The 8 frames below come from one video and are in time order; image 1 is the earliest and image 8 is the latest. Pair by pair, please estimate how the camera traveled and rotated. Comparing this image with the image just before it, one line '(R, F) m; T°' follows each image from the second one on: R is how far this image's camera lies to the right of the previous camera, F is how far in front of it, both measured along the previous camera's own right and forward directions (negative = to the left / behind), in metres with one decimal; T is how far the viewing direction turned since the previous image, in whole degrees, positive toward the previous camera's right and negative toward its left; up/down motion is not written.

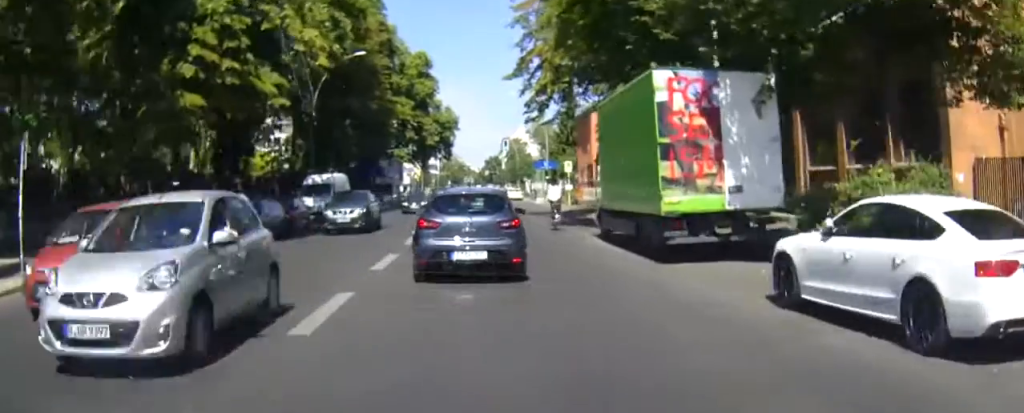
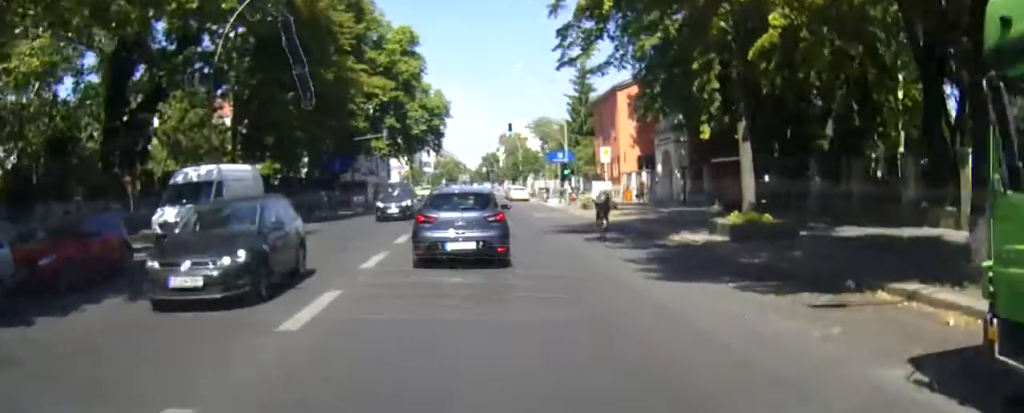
(+0.4, +18.0) m; 0°
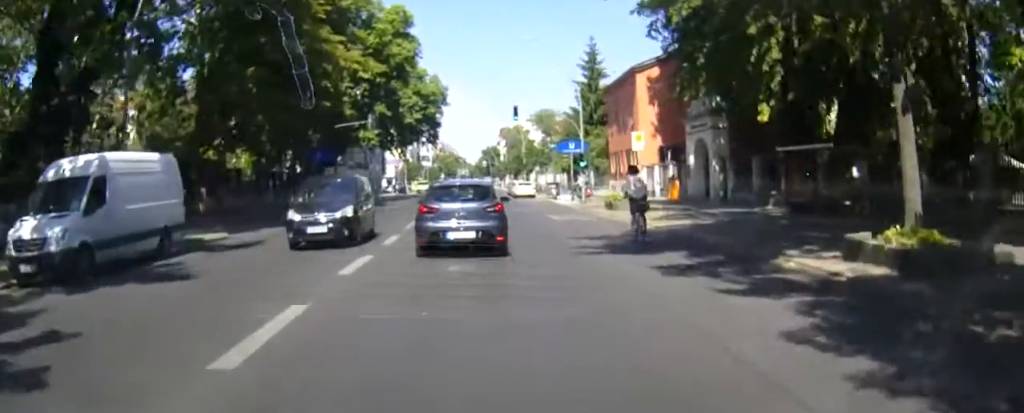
(-0.3, +7.8) m; -3°
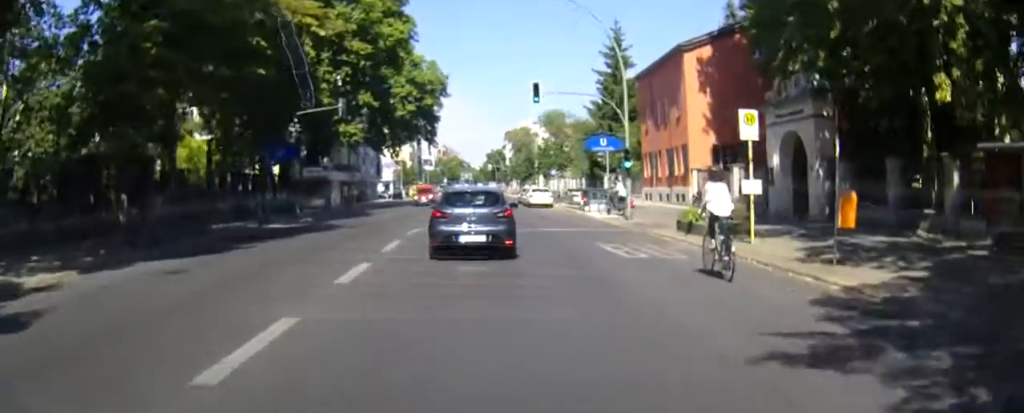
(-0.4, +12.1) m; -1°
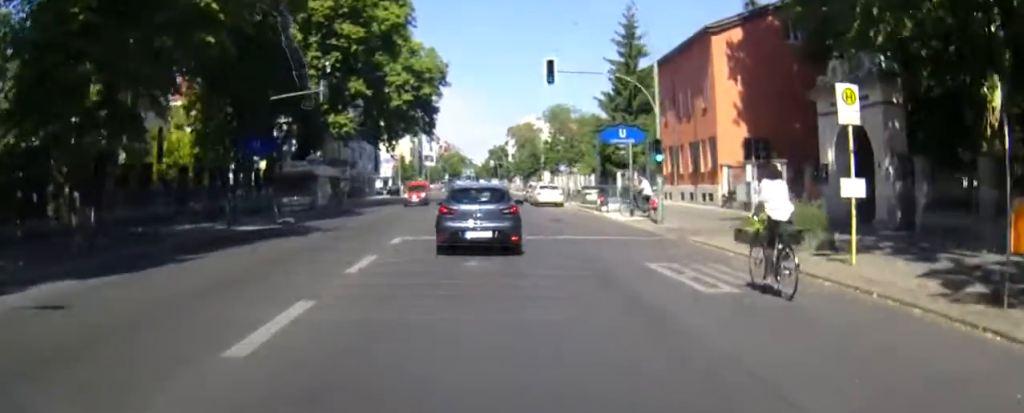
(0.0, +5.2) m; +1°
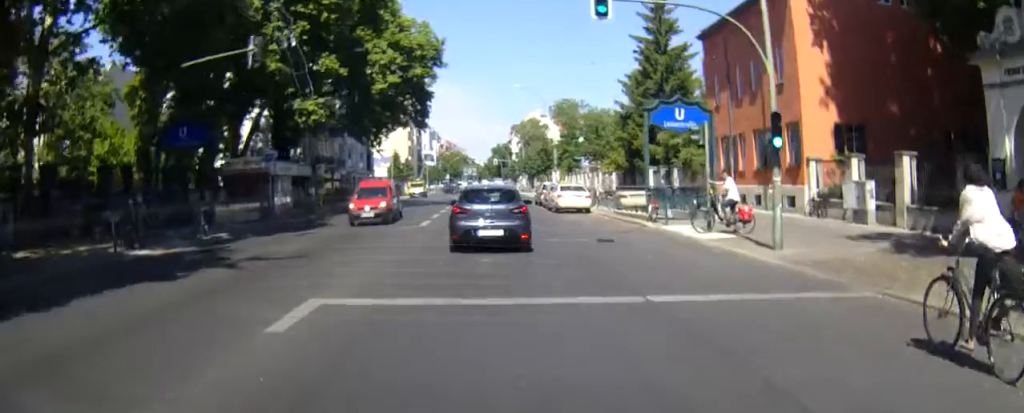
(+0.2, +11.0) m; +1°
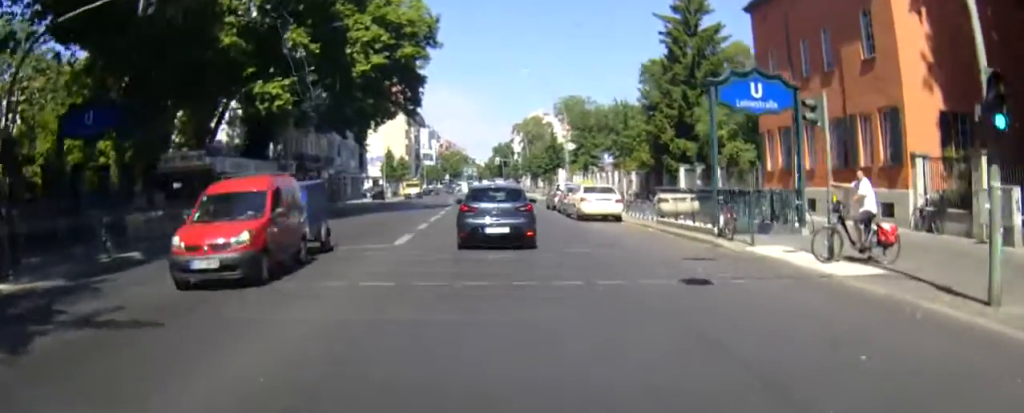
(+0.1, +7.9) m; 0°
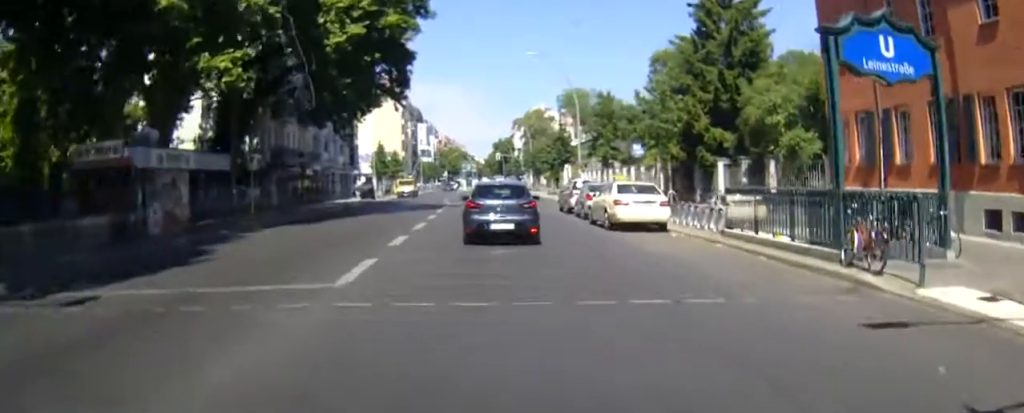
(-0.1, +7.2) m; +1°
